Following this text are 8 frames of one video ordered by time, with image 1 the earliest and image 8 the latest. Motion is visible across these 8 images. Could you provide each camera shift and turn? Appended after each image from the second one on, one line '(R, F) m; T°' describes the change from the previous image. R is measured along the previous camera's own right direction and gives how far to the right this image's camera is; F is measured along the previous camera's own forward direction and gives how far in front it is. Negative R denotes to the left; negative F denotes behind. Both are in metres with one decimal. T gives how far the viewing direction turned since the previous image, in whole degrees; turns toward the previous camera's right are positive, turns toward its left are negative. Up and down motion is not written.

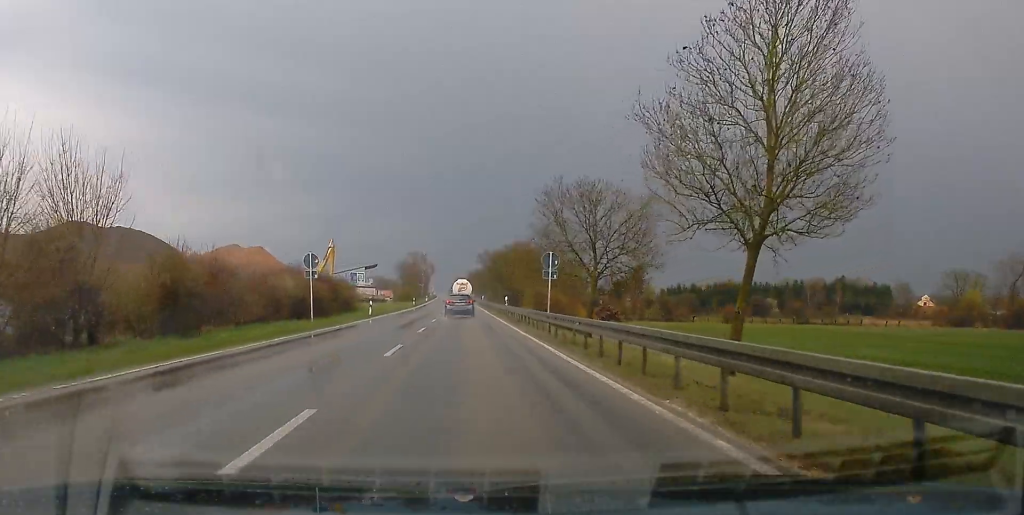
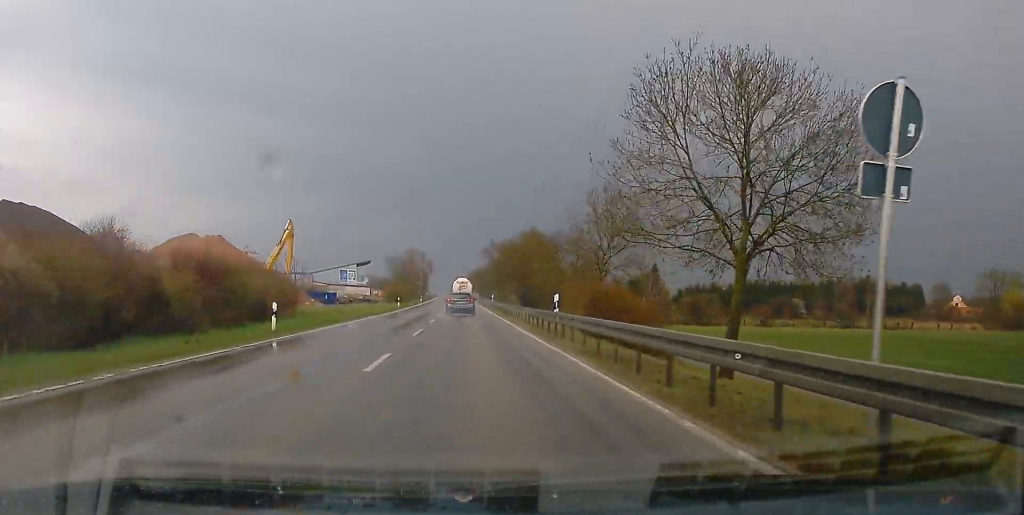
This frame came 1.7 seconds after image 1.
(-0.1, +27.3) m; 0°
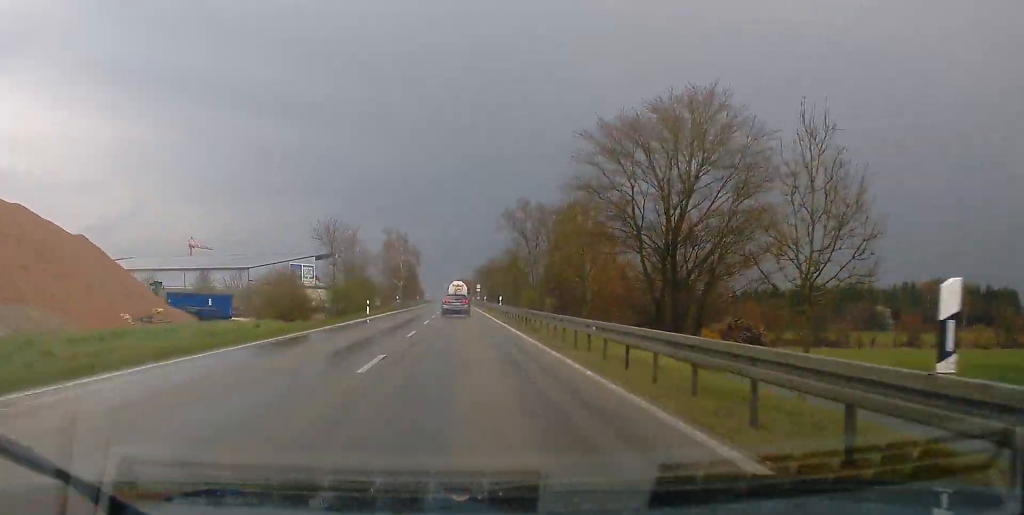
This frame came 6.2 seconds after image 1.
(+0.3, +72.0) m; 0°
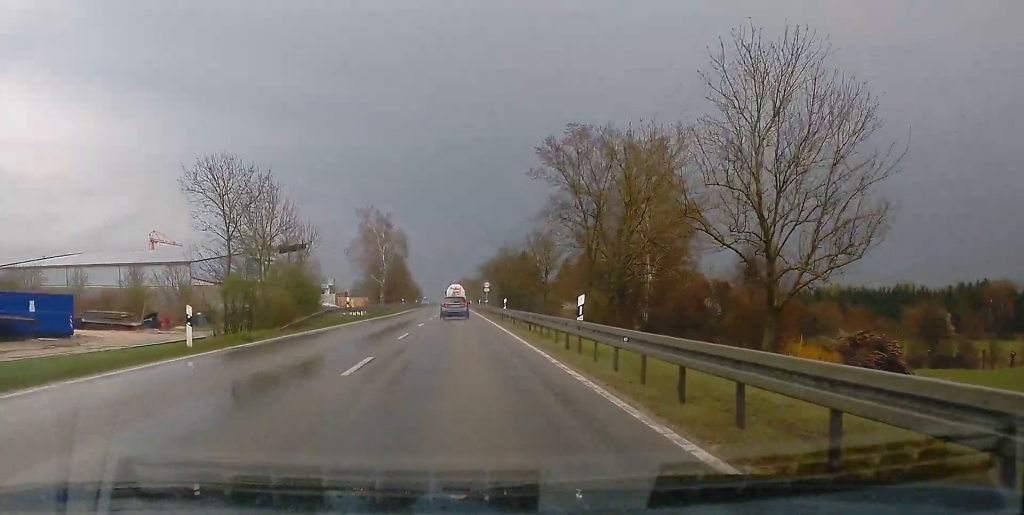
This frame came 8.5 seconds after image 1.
(-0.2, +36.5) m; -1°
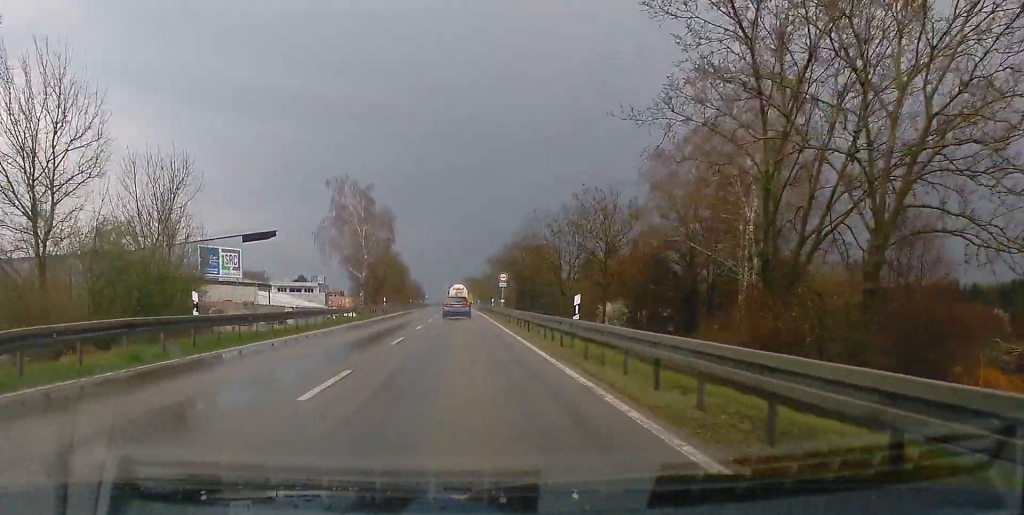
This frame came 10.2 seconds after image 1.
(-0.2, +27.6) m; 0°
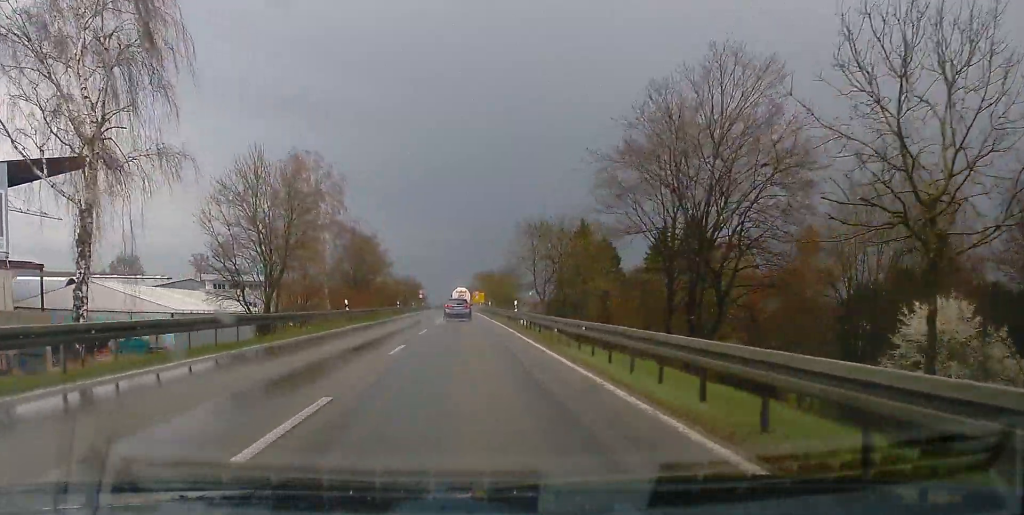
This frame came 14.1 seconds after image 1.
(+0.4, +64.3) m; 0°
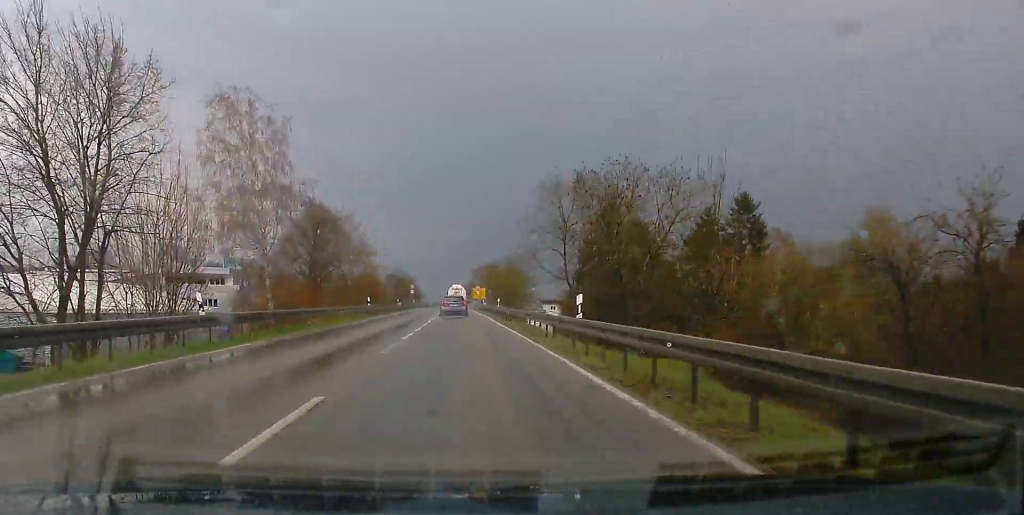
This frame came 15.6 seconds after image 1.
(-0.4, +25.1) m; 0°
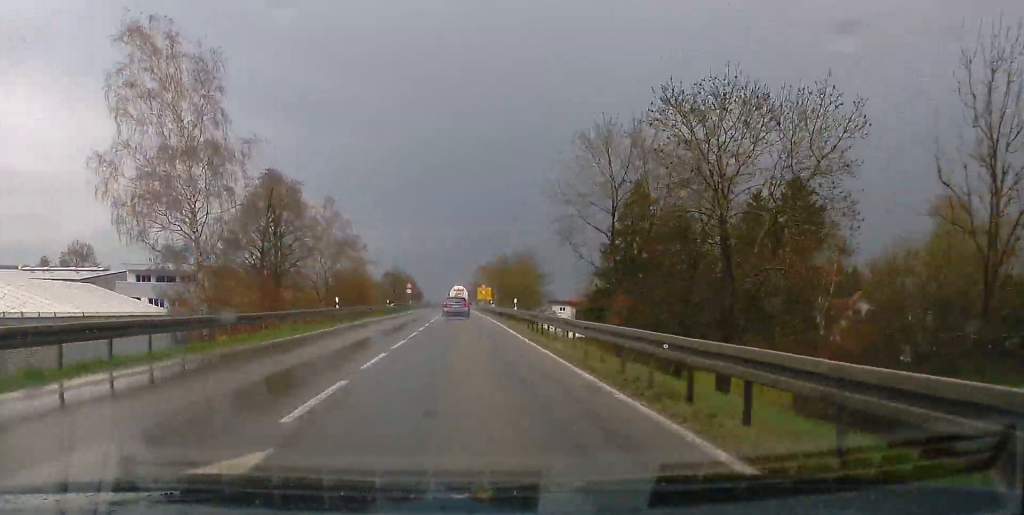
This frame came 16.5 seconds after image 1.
(-0.2, +16.1) m; 0°
